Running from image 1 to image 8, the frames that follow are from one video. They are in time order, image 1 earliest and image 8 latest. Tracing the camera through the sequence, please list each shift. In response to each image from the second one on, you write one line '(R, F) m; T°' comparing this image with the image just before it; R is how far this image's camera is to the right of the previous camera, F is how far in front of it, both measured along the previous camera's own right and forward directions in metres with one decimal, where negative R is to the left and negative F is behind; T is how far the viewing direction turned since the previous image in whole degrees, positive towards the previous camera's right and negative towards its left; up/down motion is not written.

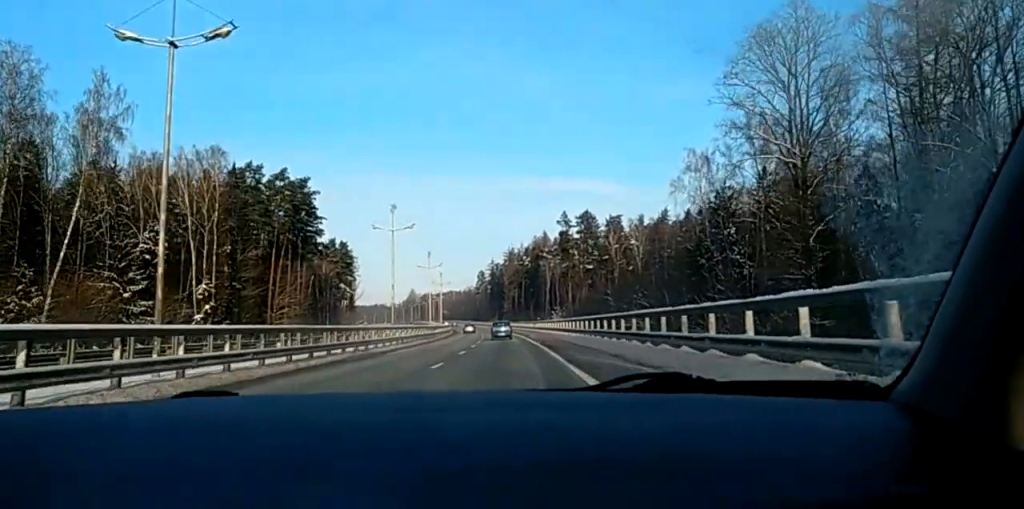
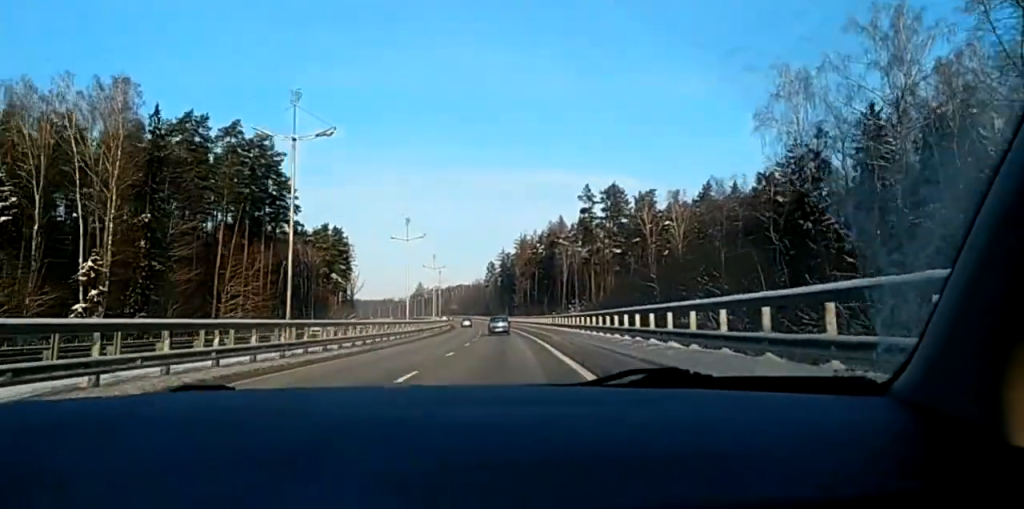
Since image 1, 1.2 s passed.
(-0.1, +30.5) m; -1°
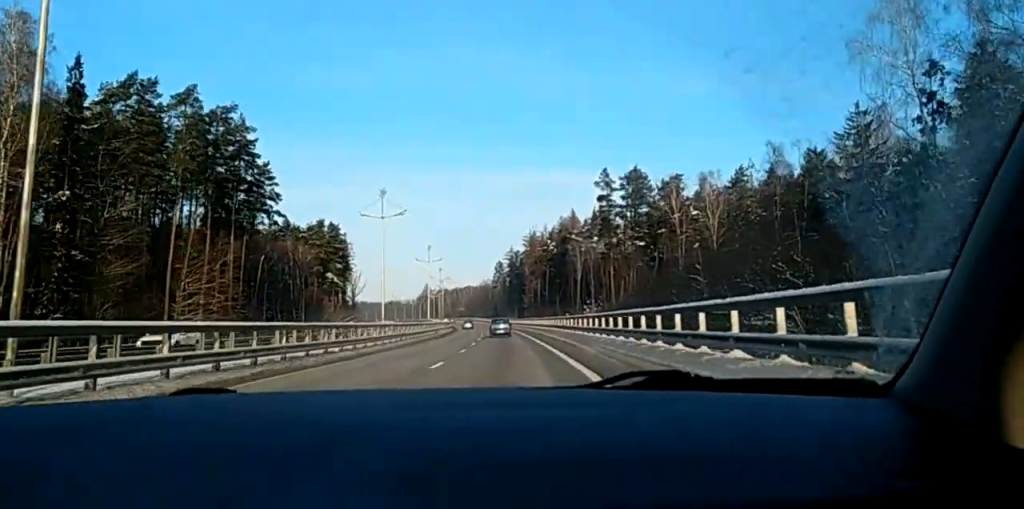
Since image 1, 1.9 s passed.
(-0.1, +18.3) m; -1°
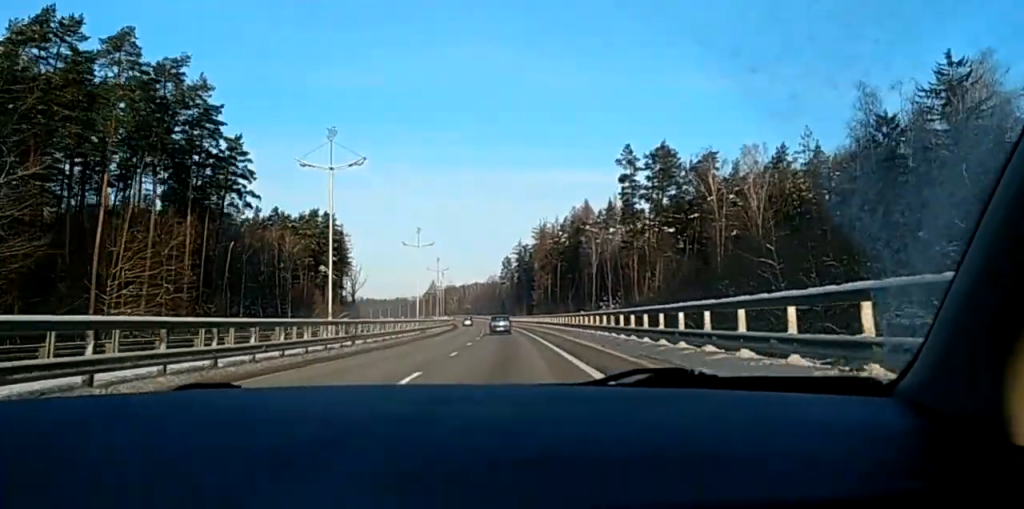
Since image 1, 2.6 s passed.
(-0.3, +18.1) m; -1°
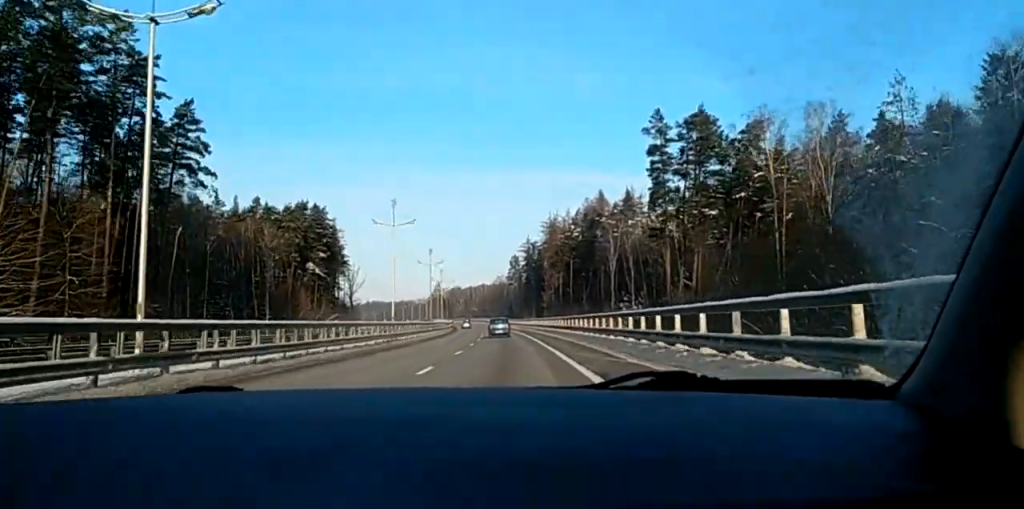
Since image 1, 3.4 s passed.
(-0.2, +20.1) m; -1°
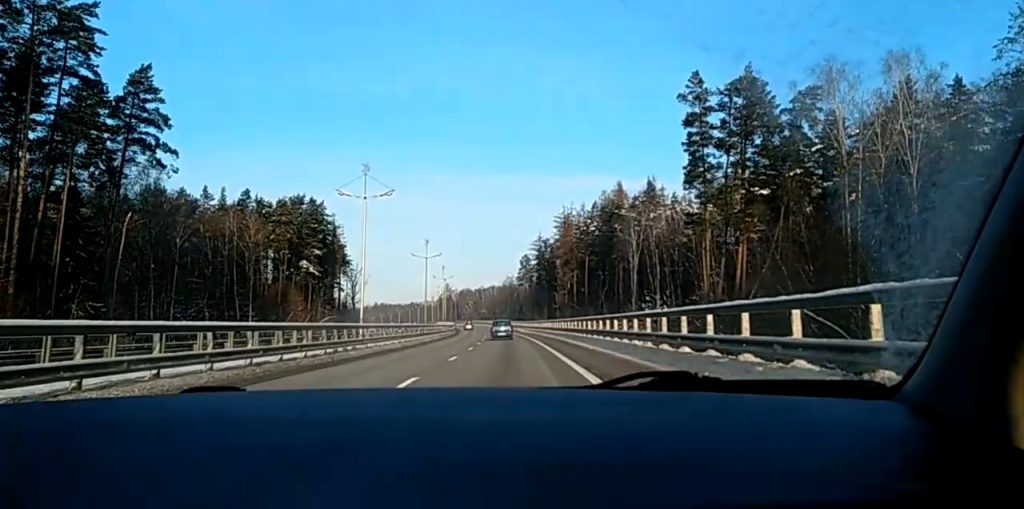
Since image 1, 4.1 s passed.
(+0.1, +16.1) m; 0°
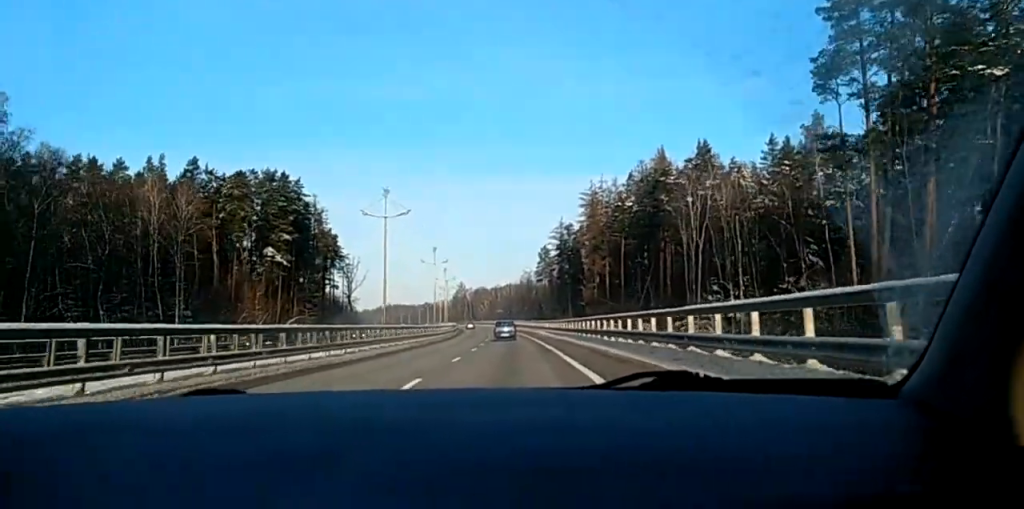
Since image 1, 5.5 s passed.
(-0.4, +35.2) m; -1°
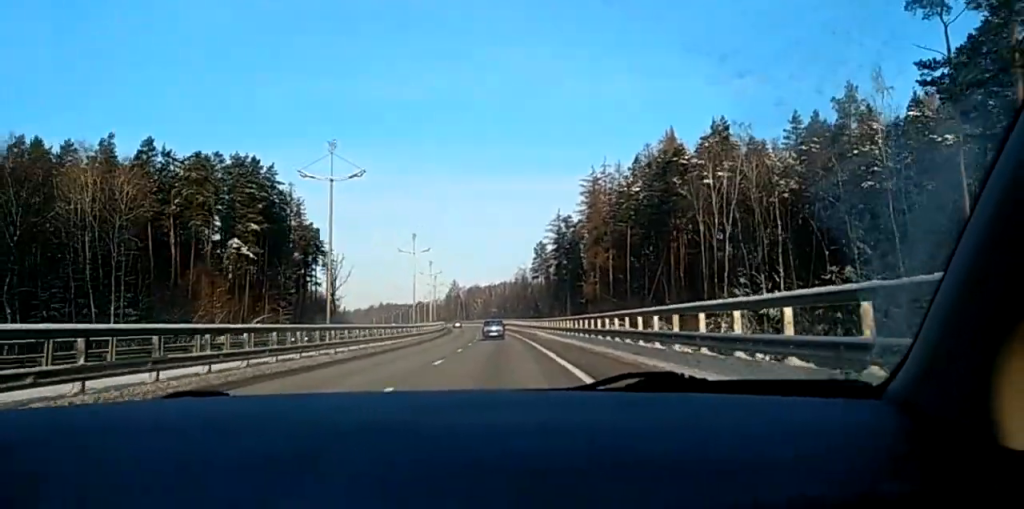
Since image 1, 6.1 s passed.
(-0.2, +15.0) m; 0°
